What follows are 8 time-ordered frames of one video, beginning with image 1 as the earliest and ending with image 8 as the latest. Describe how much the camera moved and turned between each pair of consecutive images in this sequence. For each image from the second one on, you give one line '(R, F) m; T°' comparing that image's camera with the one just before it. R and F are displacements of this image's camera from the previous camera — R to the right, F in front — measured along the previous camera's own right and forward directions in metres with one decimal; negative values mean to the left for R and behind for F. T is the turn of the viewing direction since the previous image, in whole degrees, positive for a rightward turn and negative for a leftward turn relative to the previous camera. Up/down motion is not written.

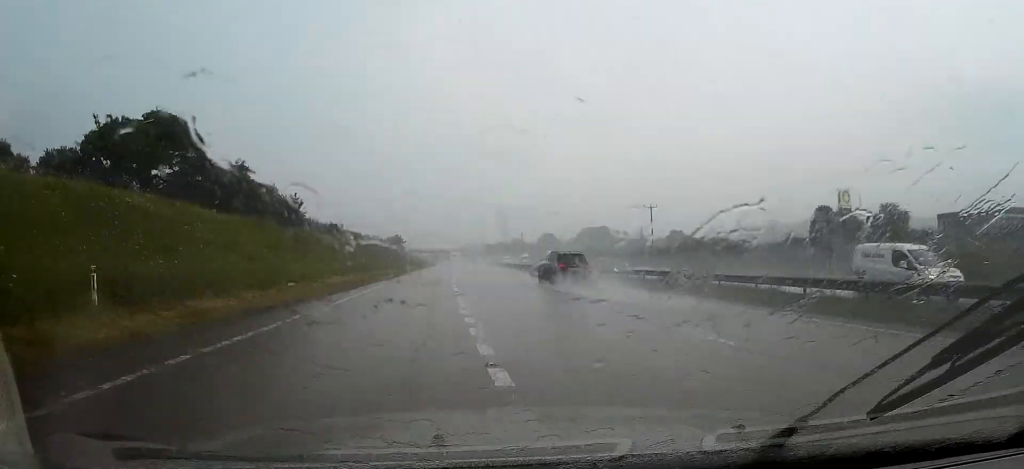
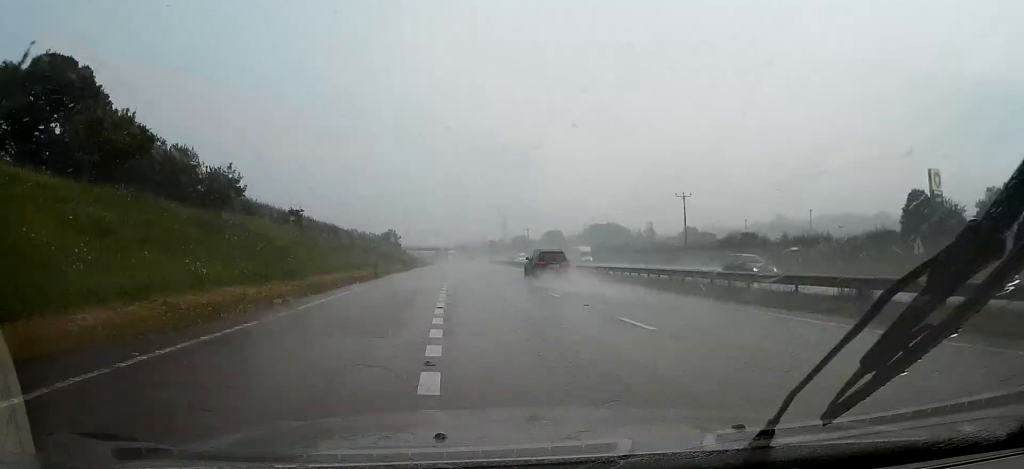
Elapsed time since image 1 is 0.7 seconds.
(0.0, +16.5) m; 0°
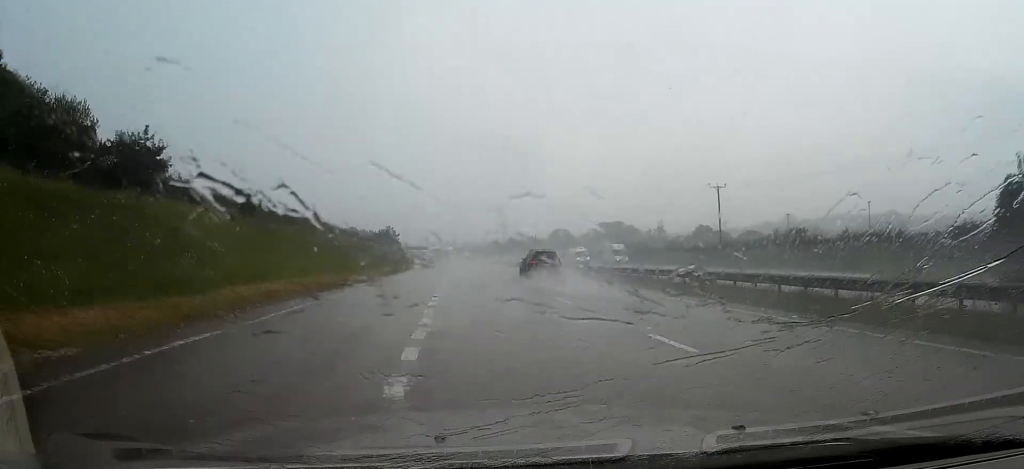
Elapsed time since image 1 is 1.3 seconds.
(0.0, +12.1) m; 0°
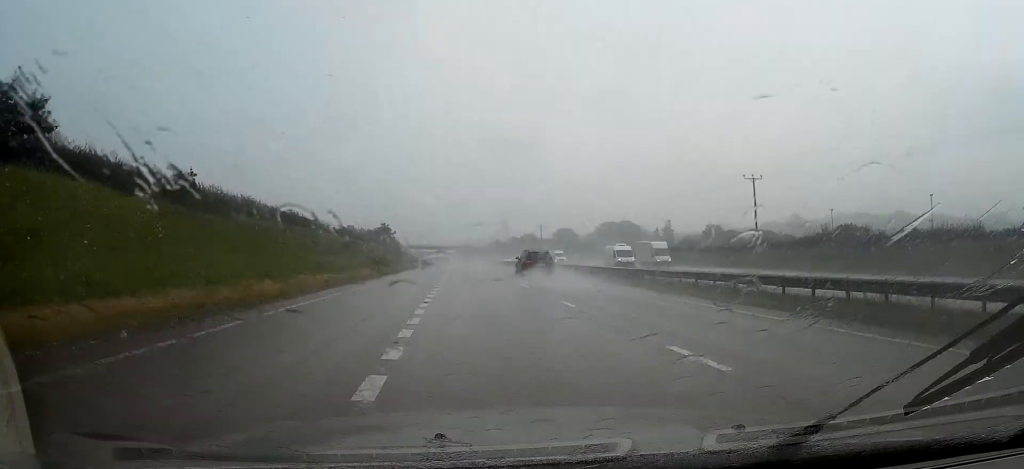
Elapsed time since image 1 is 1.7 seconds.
(0.0, +10.6) m; 0°
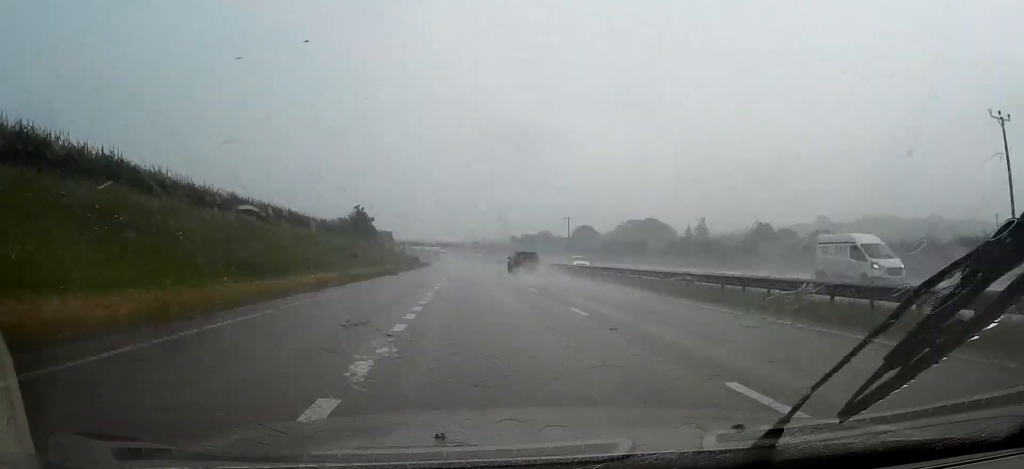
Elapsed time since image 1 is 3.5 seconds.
(0.0, +39.8) m; 0°
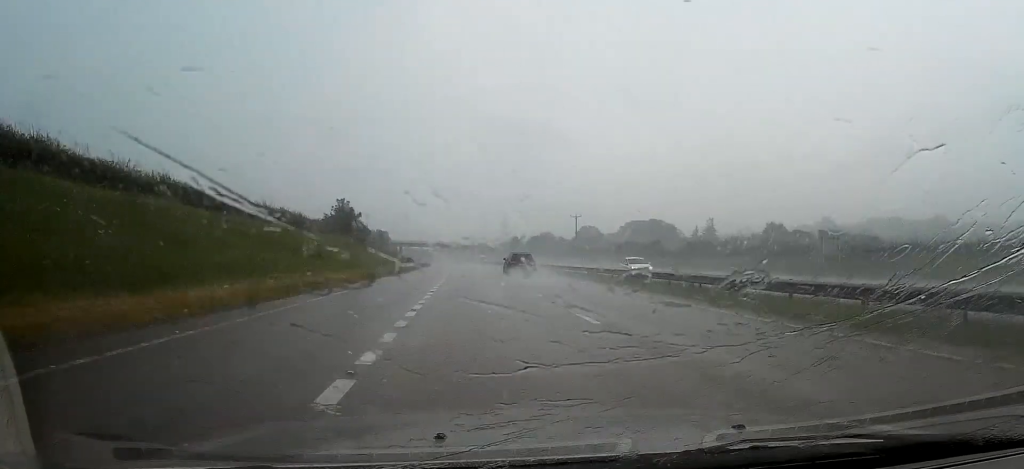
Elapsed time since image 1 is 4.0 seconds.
(0.0, +11.2) m; 0°
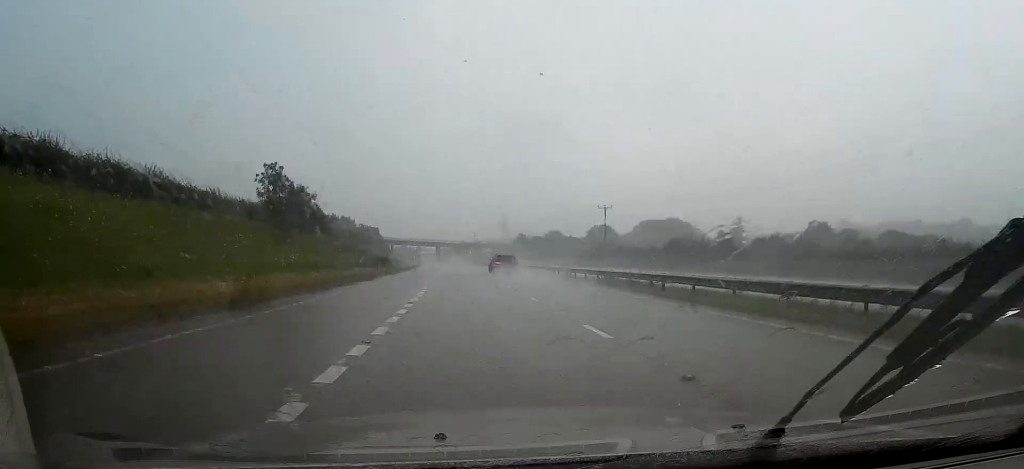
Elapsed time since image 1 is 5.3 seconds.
(-0.3, +29.9) m; 0°
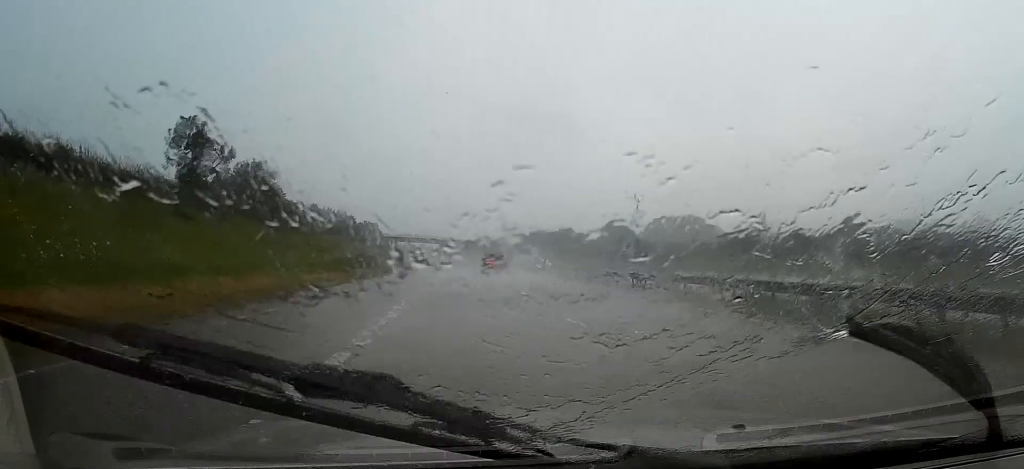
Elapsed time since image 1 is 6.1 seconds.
(+0.1, +17.2) m; 0°
